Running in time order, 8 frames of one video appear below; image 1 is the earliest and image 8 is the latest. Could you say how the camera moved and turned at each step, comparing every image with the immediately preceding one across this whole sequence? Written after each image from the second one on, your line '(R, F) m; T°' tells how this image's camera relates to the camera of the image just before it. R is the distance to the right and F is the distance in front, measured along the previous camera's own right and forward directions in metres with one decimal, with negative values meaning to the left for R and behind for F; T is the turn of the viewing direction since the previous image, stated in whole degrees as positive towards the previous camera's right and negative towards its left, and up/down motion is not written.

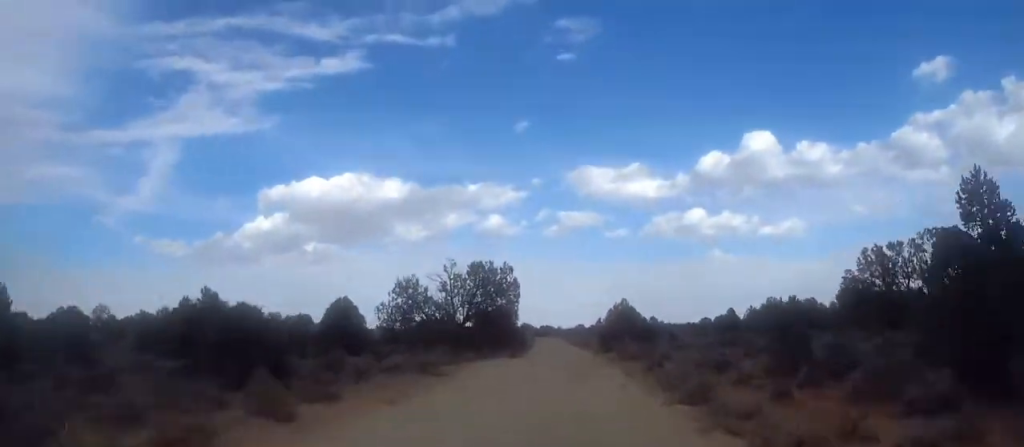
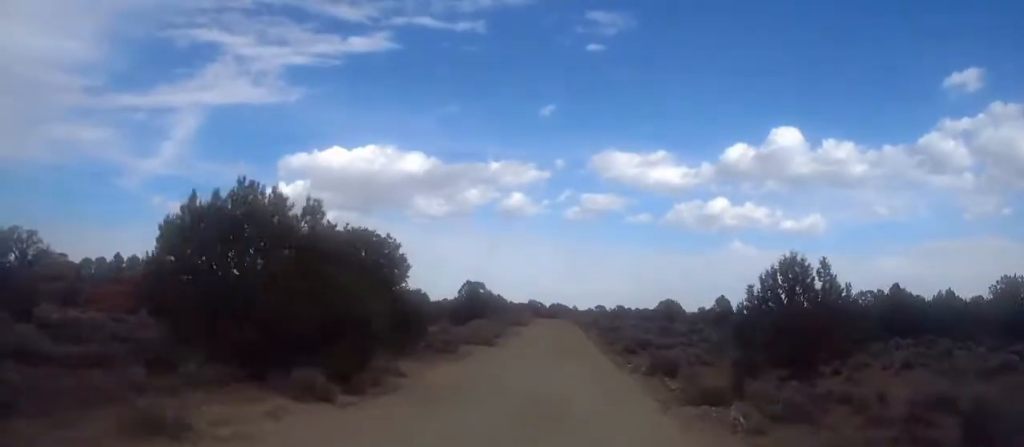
(-0.9, +57.0) m; -2°
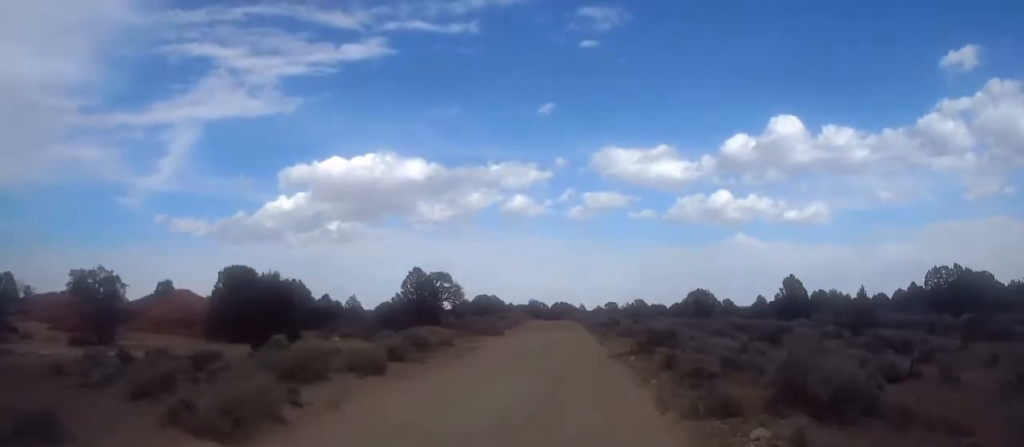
(-0.7, +28.3) m; -2°
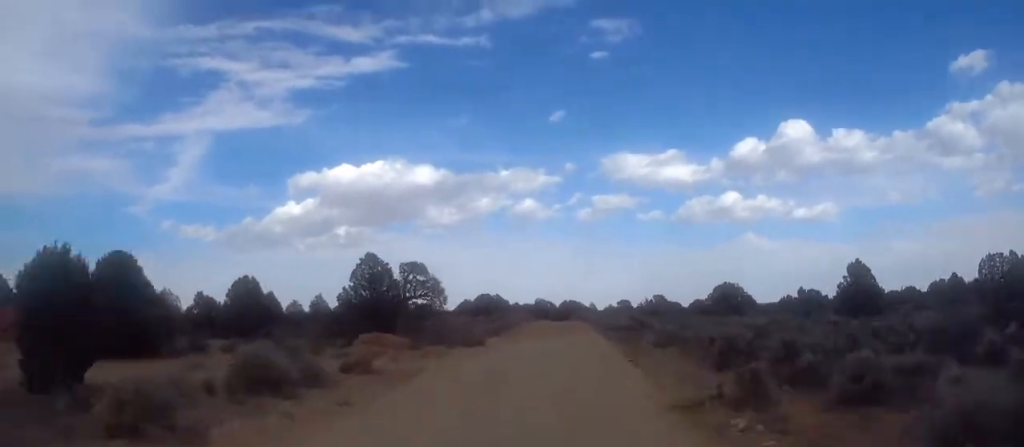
(-0.1, +13.9) m; -1°
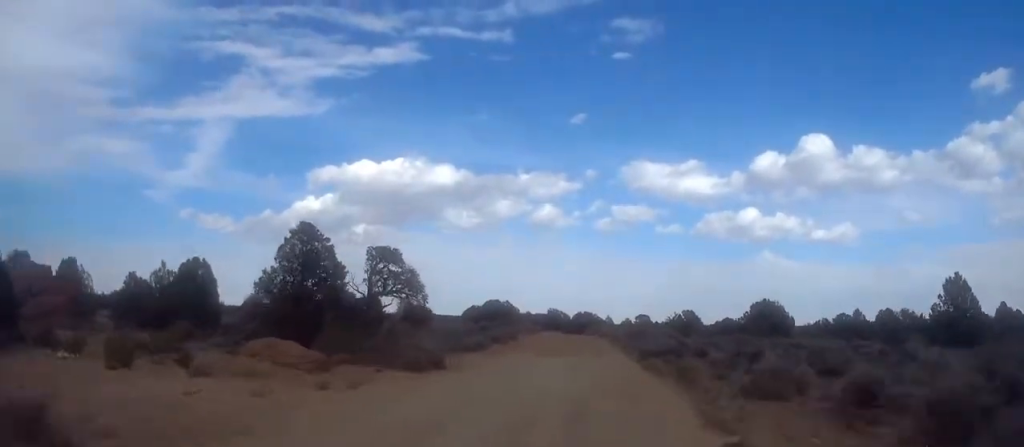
(-0.1, +12.2) m; 0°
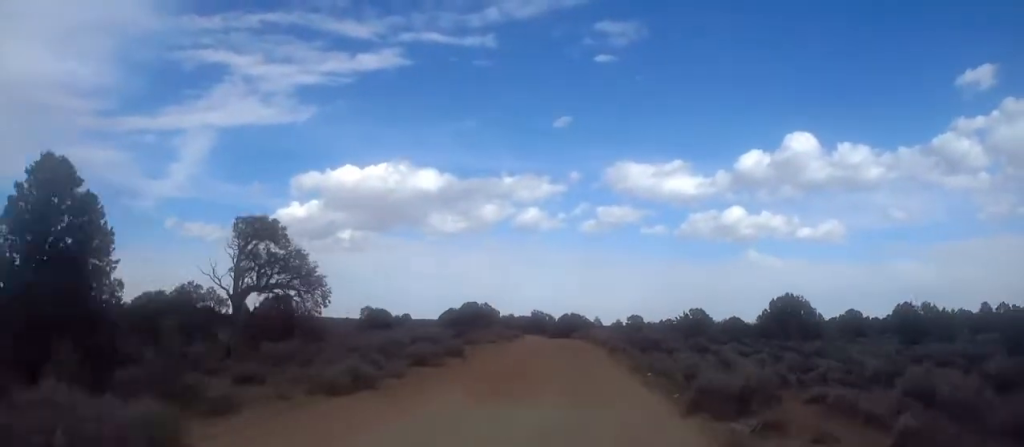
(0.0, +14.4) m; 0°
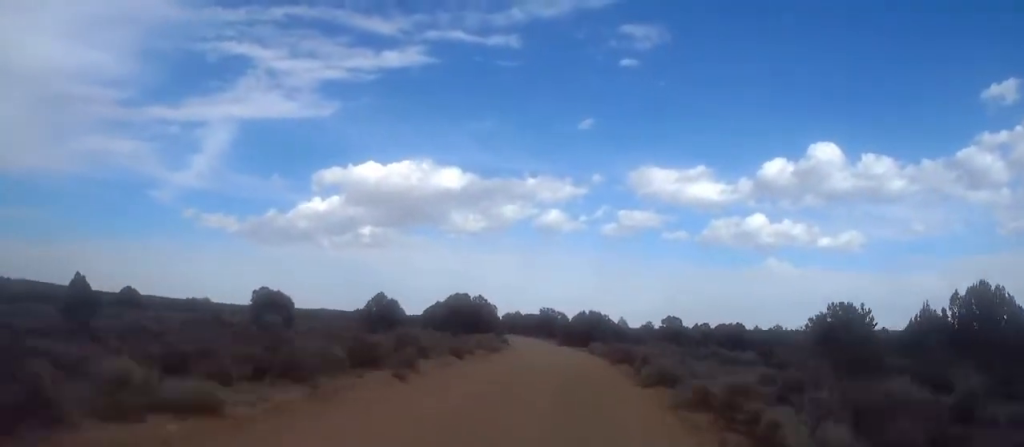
(-0.2, +34.2) m; -1°
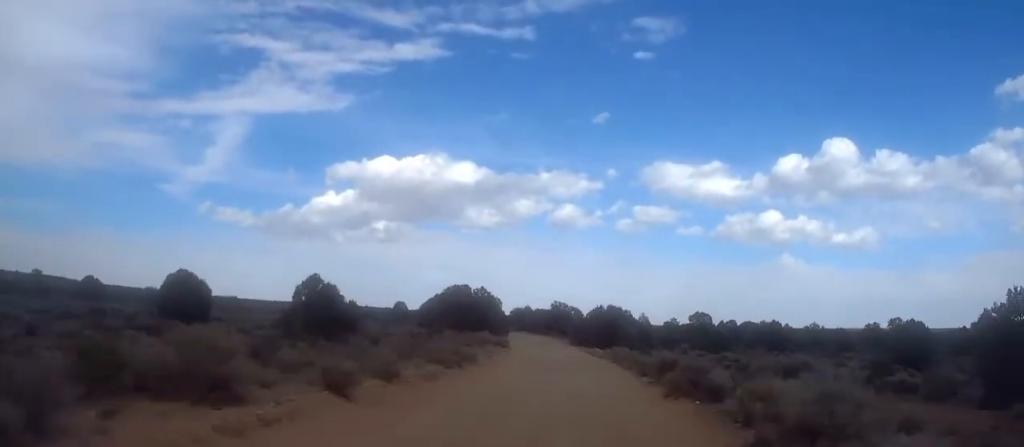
(-0.1, +14.5) m; -1°
